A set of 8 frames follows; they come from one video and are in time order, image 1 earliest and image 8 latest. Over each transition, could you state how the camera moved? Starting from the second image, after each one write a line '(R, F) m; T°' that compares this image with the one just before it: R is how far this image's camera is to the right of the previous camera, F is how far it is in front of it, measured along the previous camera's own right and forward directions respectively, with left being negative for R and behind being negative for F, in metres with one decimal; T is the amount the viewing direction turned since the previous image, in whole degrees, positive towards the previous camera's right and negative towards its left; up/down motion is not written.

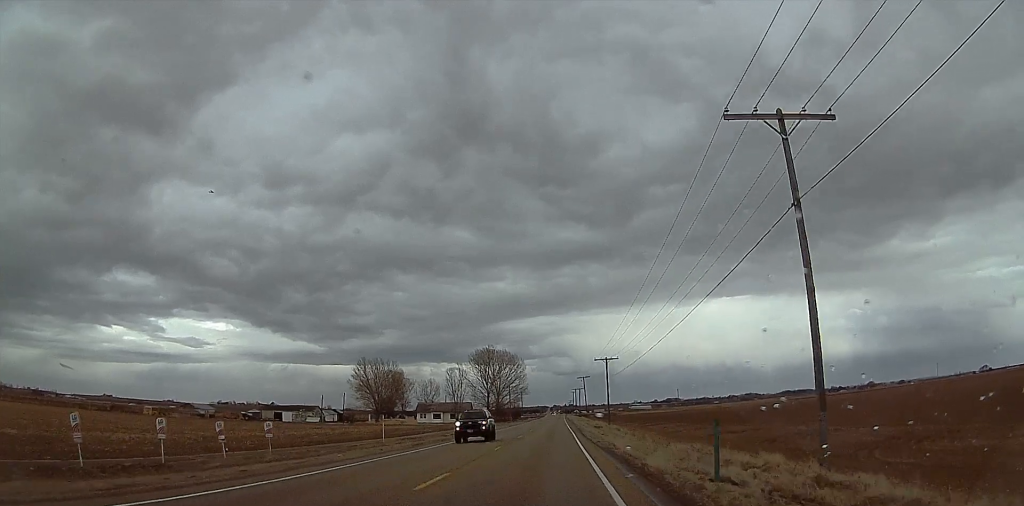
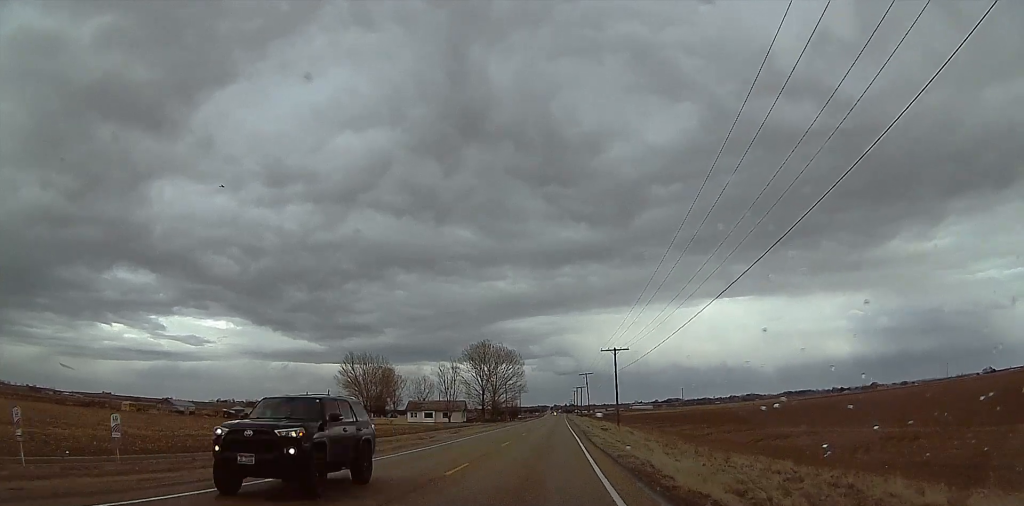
(0.0, +11.9) m; 0°
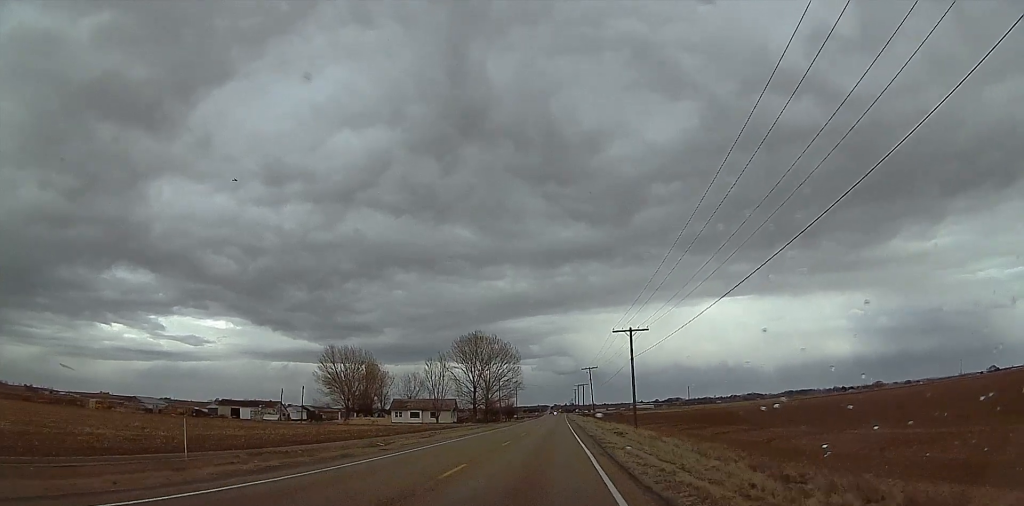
(0.0, +15.9) m; 0°
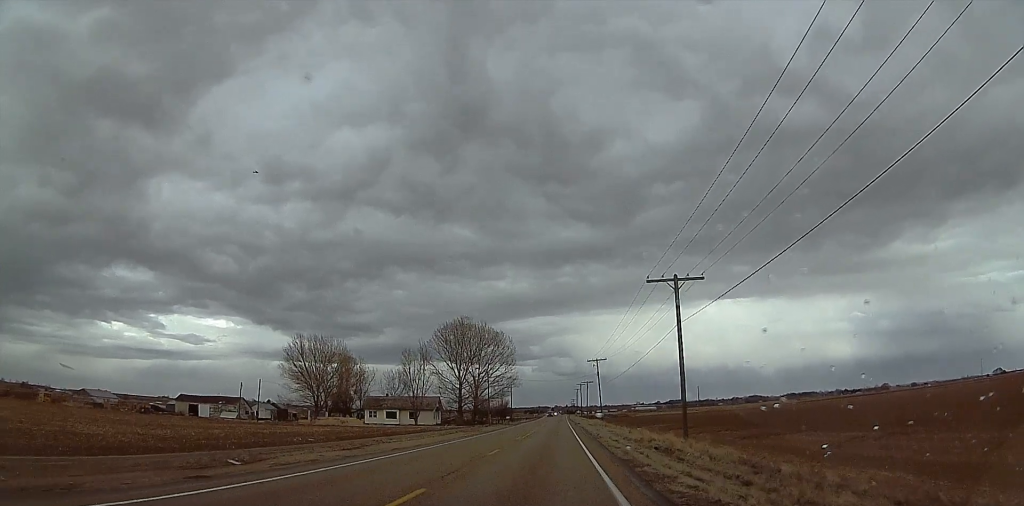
(0.0, +21.4) m; -2°
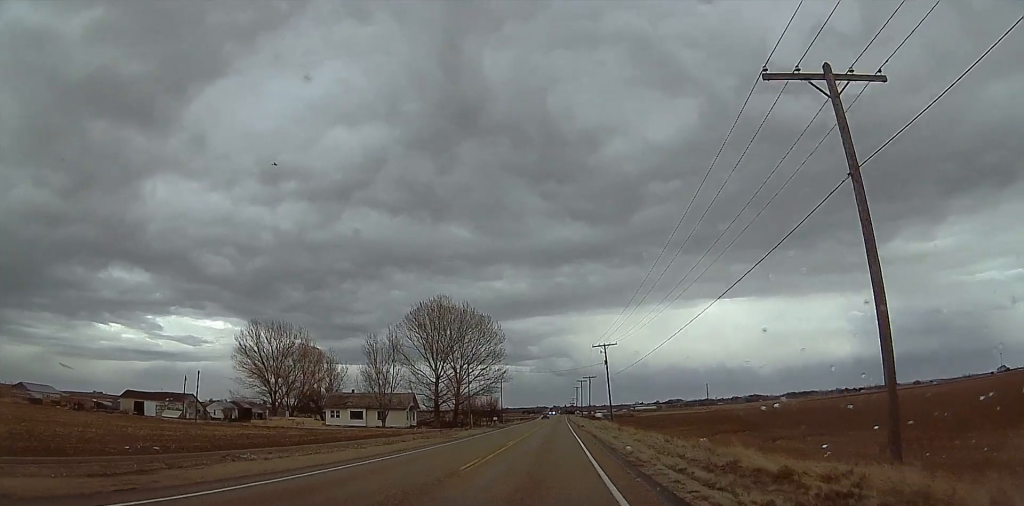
(-0.4, +21.3) m; -2°
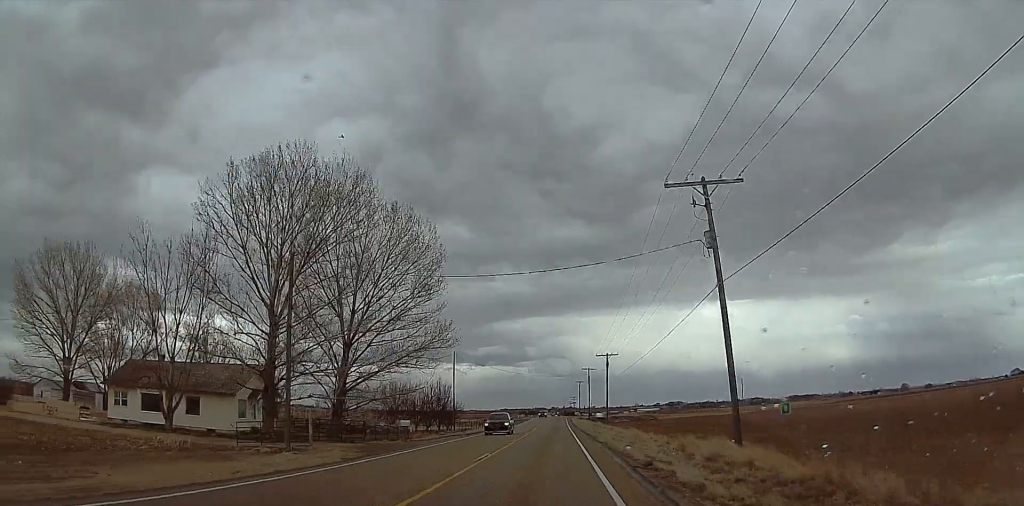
(+1.6, +56.8) m; +4°
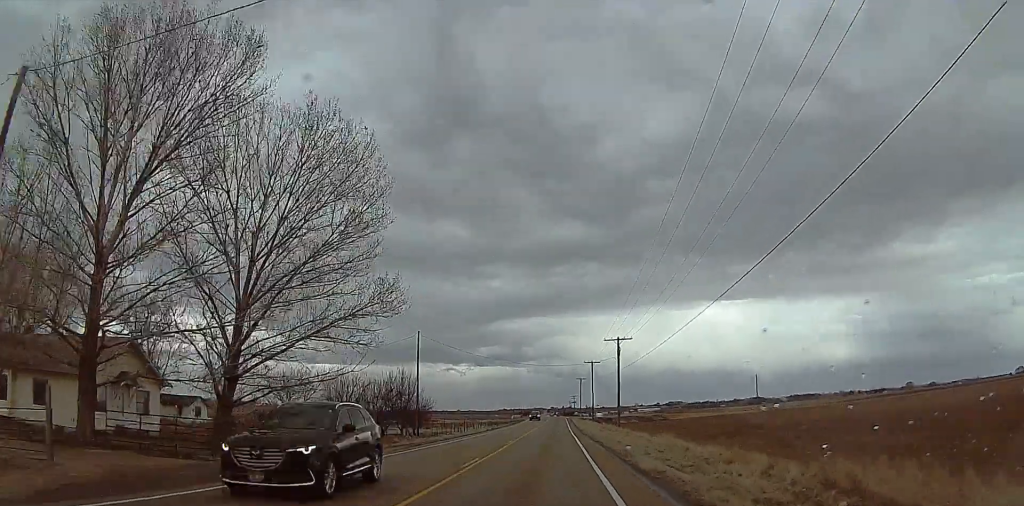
(0.0, +18.0) m; 0°
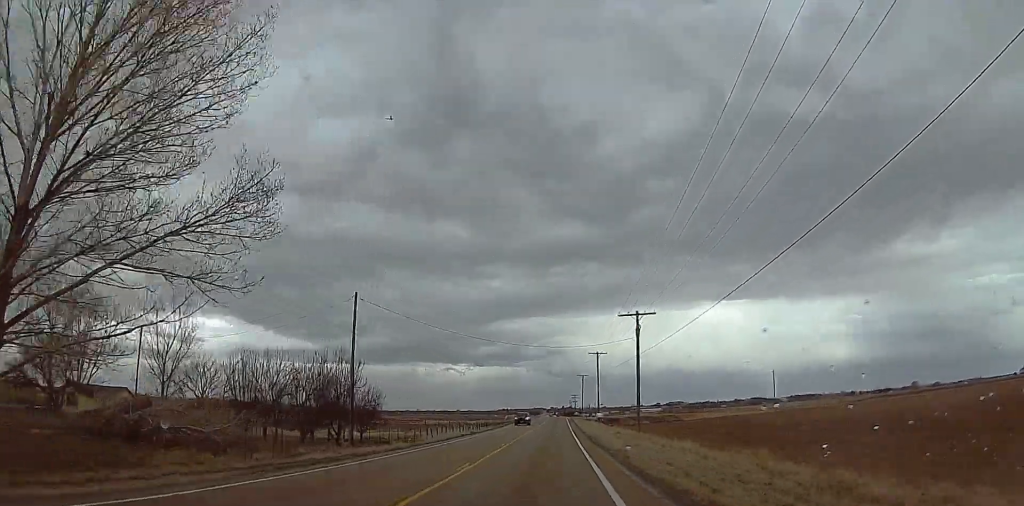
(0.0, +17.1) m; 0°
